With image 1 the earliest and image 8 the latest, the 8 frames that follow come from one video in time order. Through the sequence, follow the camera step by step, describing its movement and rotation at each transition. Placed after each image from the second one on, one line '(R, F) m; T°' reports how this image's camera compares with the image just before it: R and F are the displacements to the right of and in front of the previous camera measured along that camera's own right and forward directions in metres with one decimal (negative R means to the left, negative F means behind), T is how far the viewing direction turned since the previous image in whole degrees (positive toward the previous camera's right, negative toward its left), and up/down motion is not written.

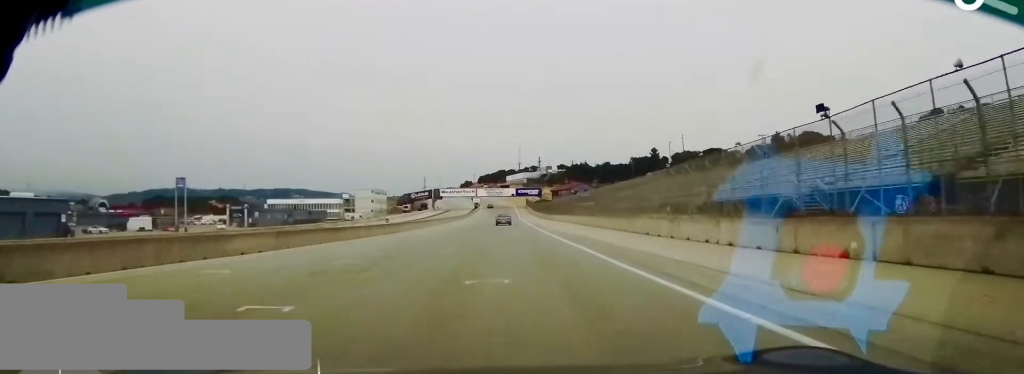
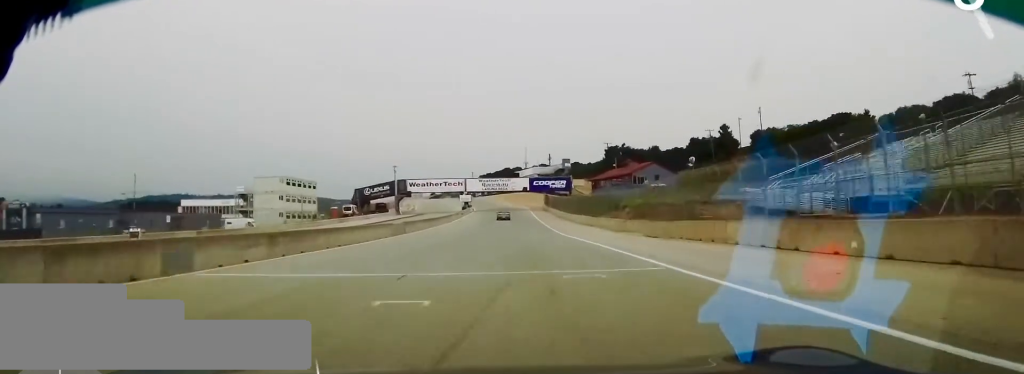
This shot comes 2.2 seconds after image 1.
(+0.5, +77.0) m; -1°
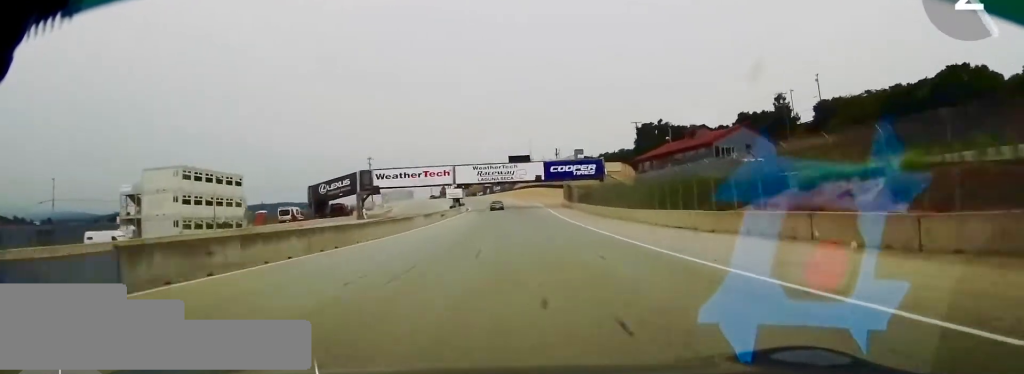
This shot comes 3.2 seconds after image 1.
(-0.7, +35.6) m; -2°
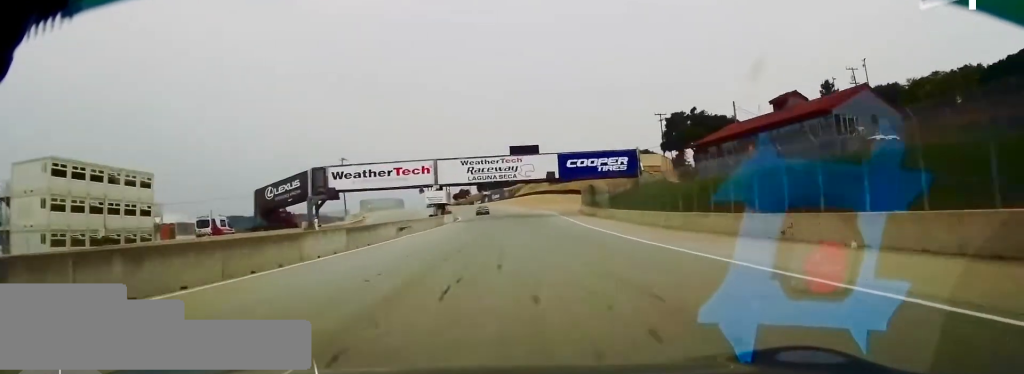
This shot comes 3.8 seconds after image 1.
(-0.3, +22.5) m; -1°
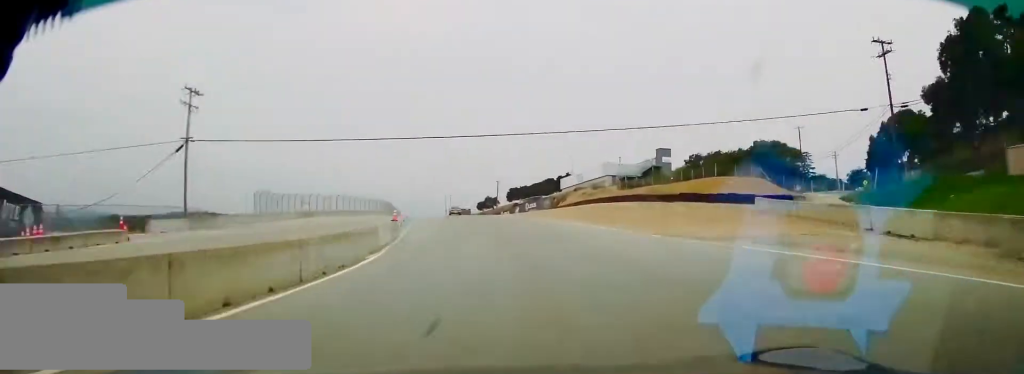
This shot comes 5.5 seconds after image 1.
(-0.9, +63.5) m; -2°
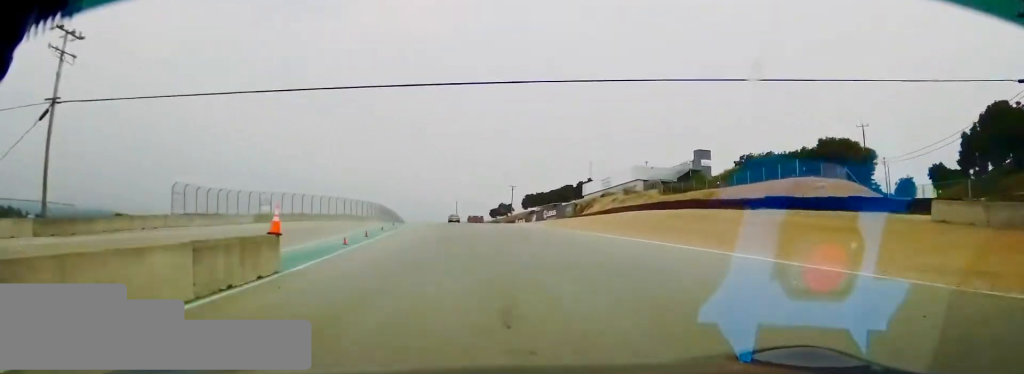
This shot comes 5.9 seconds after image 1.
(-0.3, +18.2) m; -1°
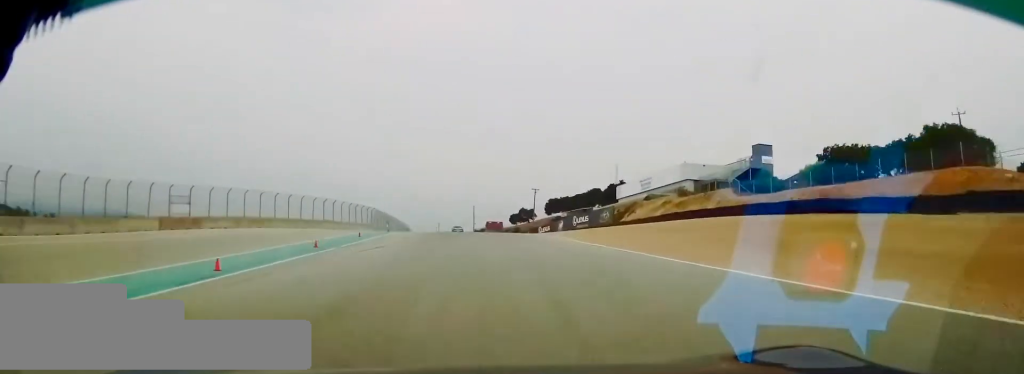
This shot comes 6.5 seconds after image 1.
(0.0, +20.9) m; -2°
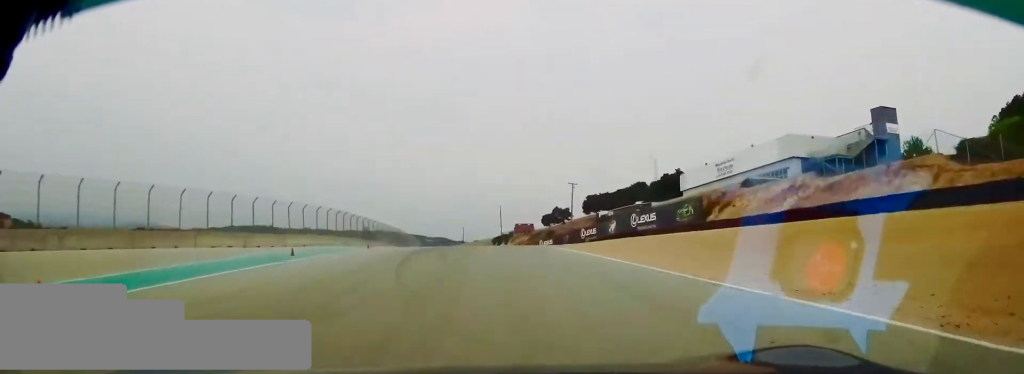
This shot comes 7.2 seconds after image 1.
(-1.0, +30.5) m; -3°
